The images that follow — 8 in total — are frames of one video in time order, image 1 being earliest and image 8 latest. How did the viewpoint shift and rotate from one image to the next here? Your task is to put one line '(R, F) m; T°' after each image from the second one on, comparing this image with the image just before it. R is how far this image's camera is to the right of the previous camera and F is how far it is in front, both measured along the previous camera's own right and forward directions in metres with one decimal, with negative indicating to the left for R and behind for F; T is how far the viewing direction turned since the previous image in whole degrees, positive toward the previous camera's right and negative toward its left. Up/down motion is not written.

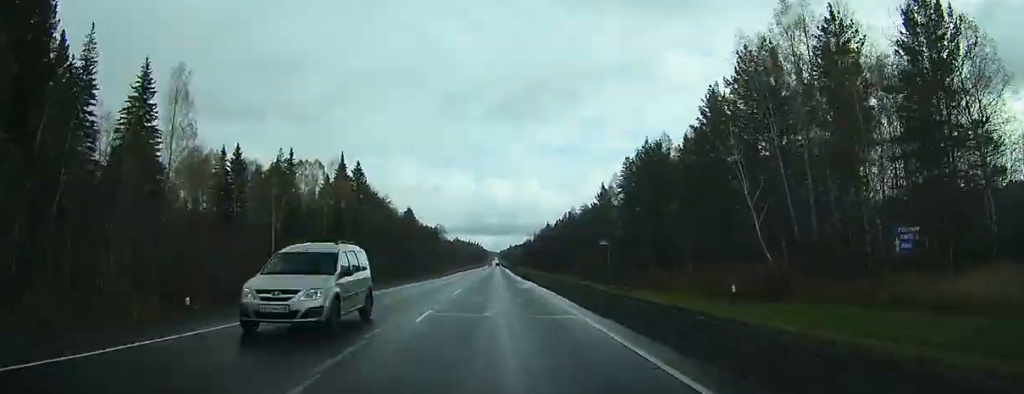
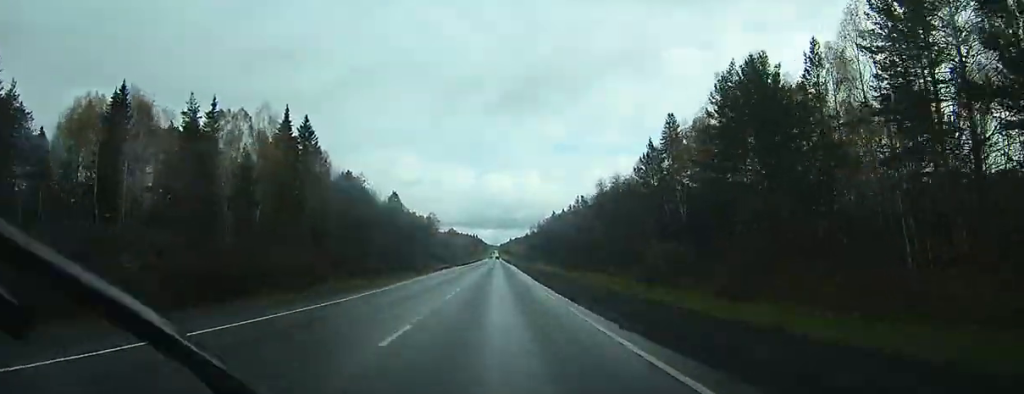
(+0.1, +41.3) m; 0°
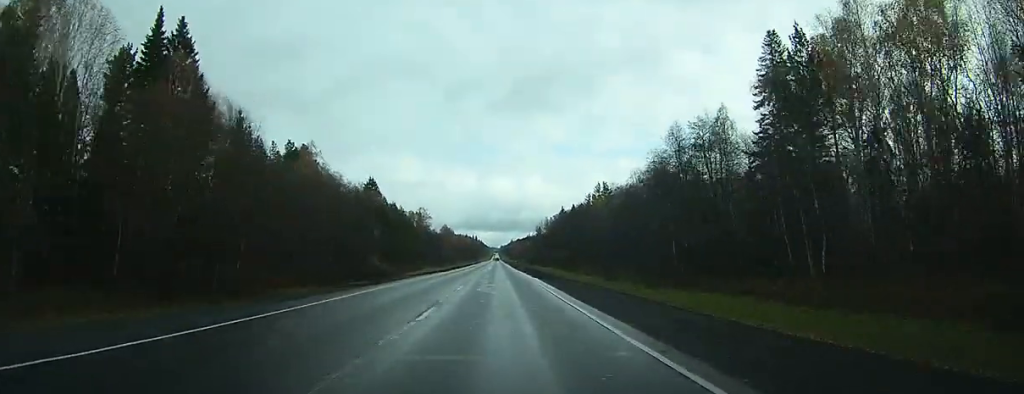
(-0.1, +45.5) m; 0°
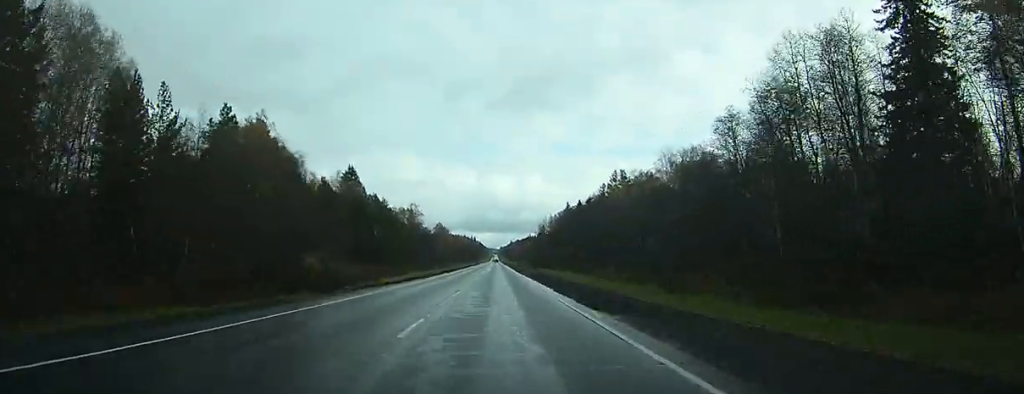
(0.0, +26.4) m; 0°
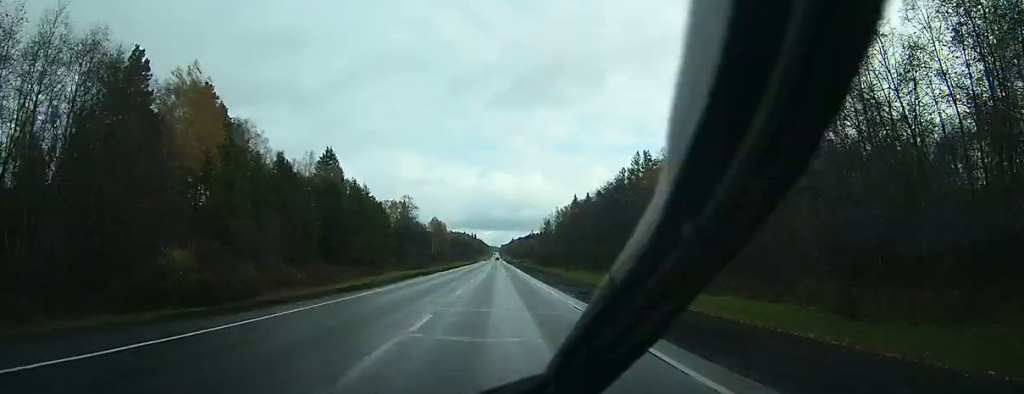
(-0.1, +22.3) m; 0°
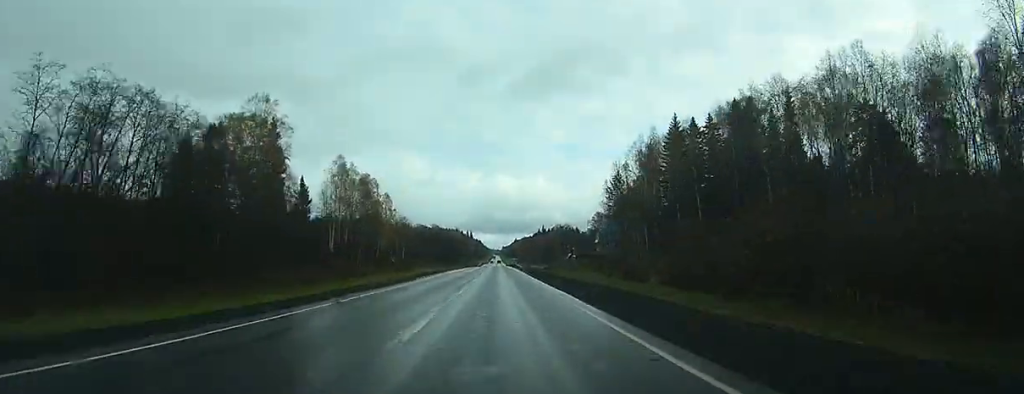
(+0.5, +144.0) m; 0°
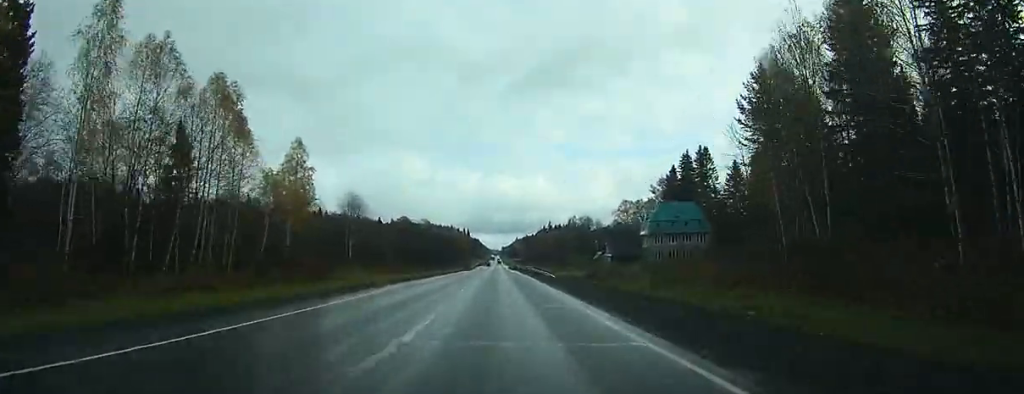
(-0.2, +61.4) m; 0°
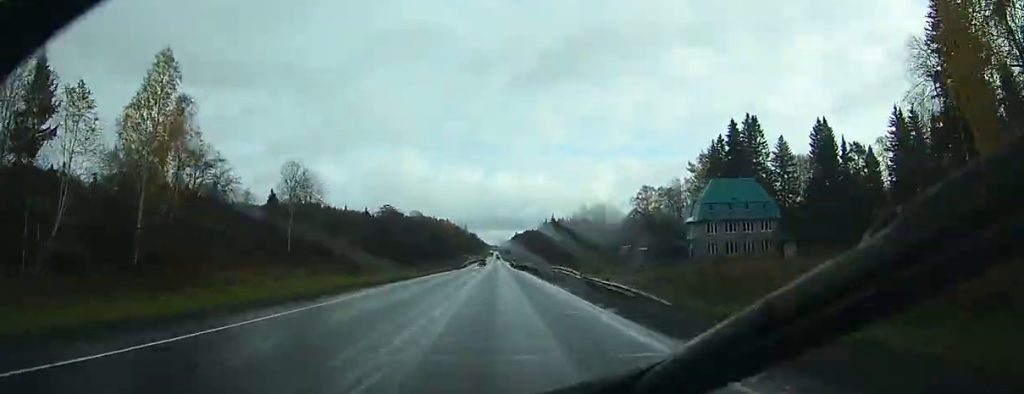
(-0.1, +31.4) m; 0°
